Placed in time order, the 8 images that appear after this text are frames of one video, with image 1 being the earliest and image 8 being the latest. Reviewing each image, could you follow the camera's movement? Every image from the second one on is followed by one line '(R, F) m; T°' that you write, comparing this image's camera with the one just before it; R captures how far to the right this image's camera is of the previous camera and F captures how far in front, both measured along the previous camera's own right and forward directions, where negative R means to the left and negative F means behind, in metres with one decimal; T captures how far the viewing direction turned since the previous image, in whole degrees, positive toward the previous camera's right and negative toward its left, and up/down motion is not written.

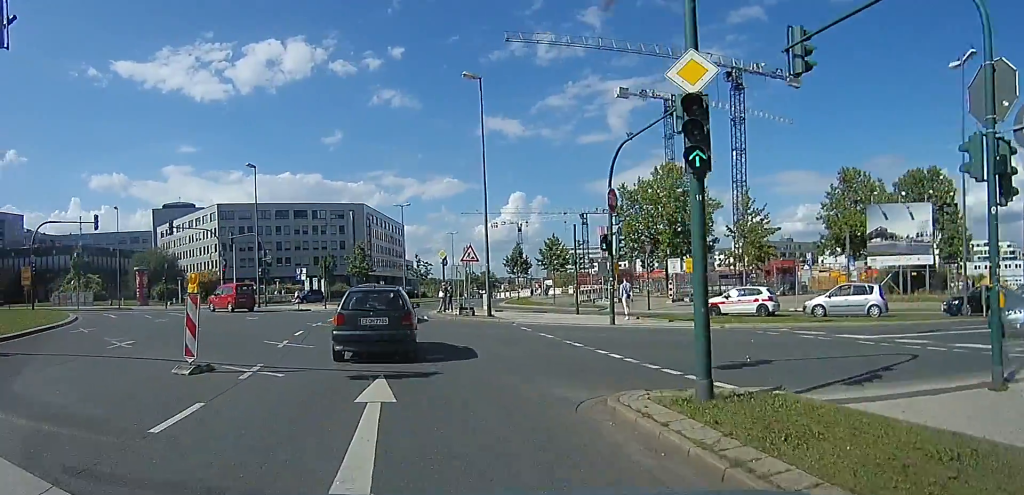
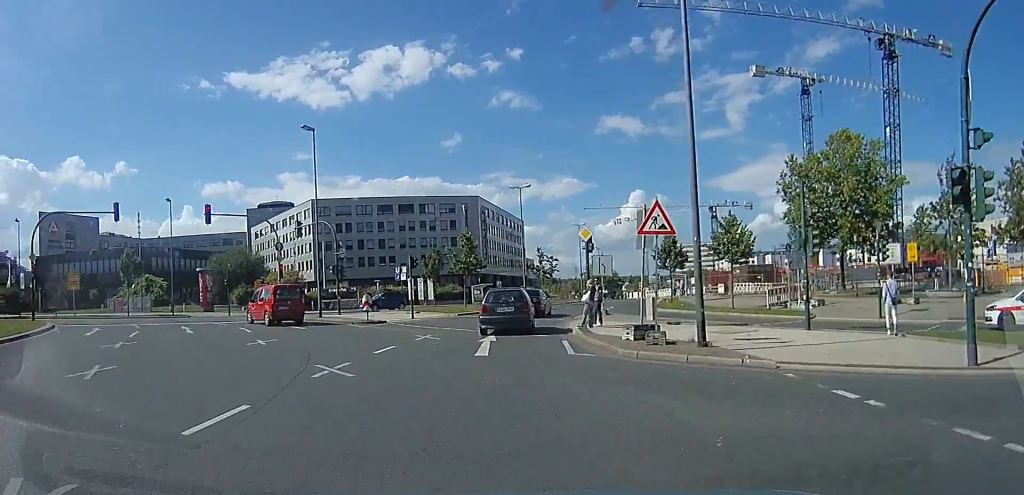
(+0.2, +9.4) m; -7°
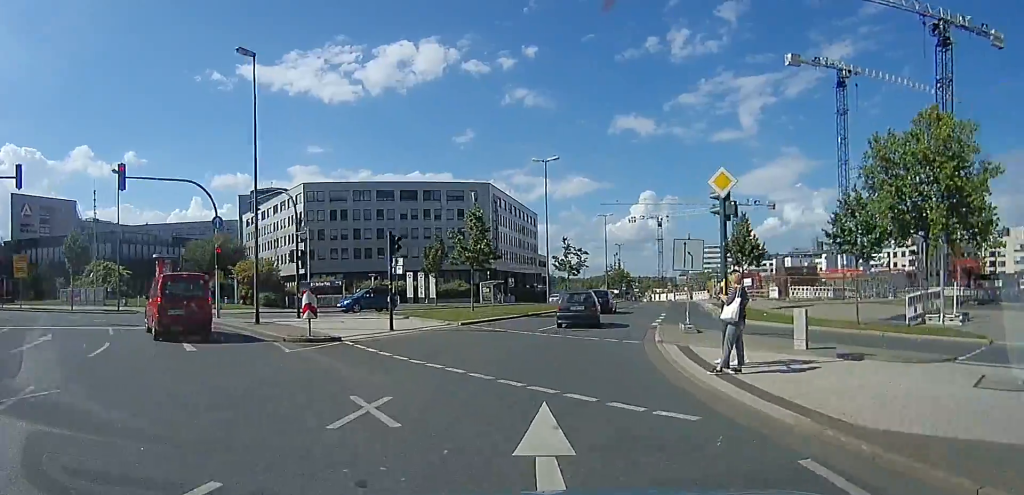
(-0.5, +8.6) m; -1°
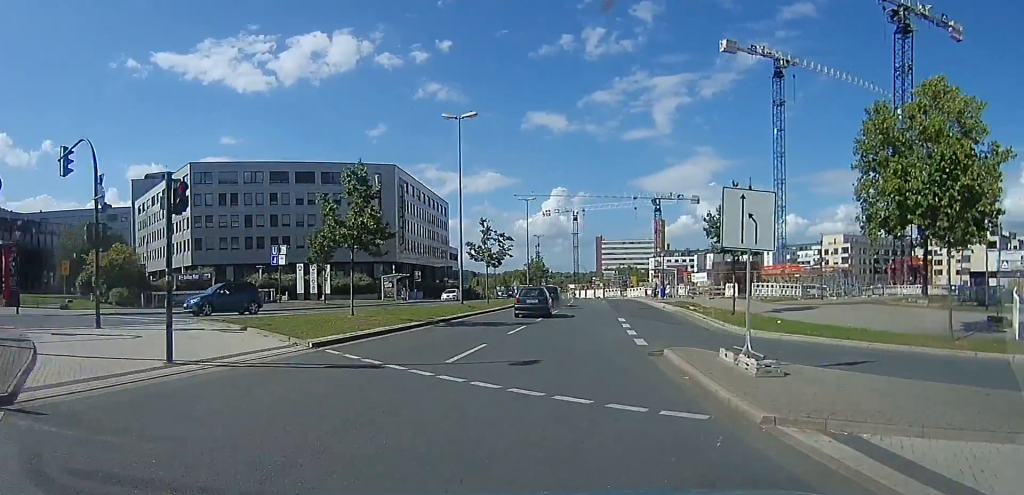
(+0.2, +8.4) m; +8°
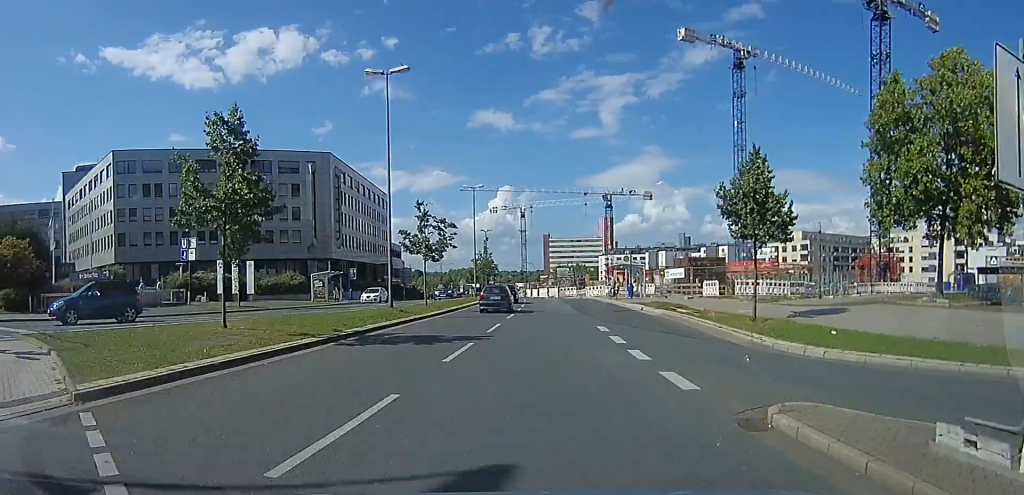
(+0.5, +5.8) m; +3°
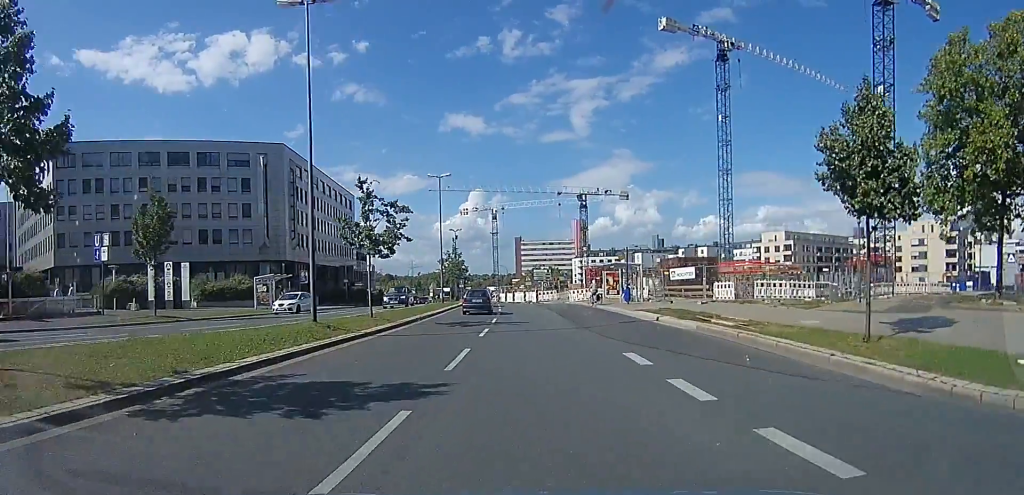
(+0.2, +6.2) m; +3°
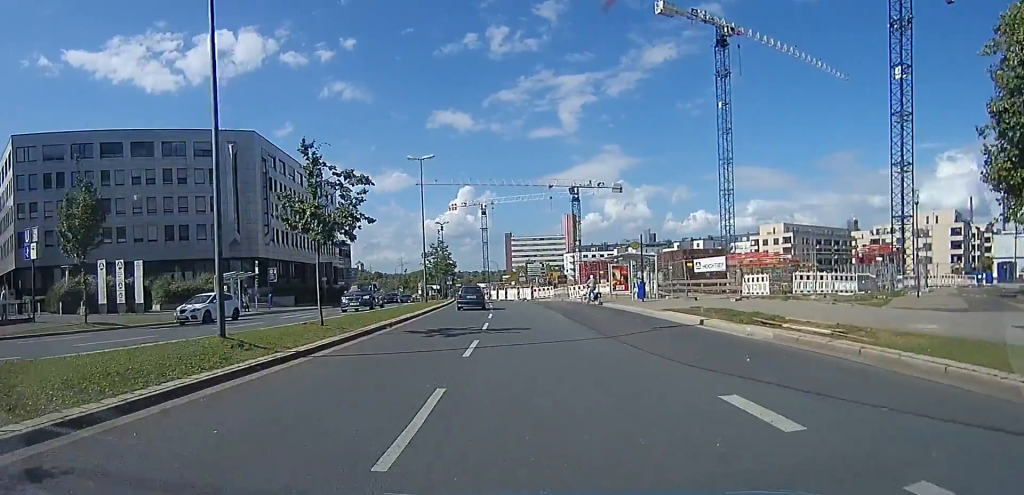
(-0.4, +4.6) m; +3°
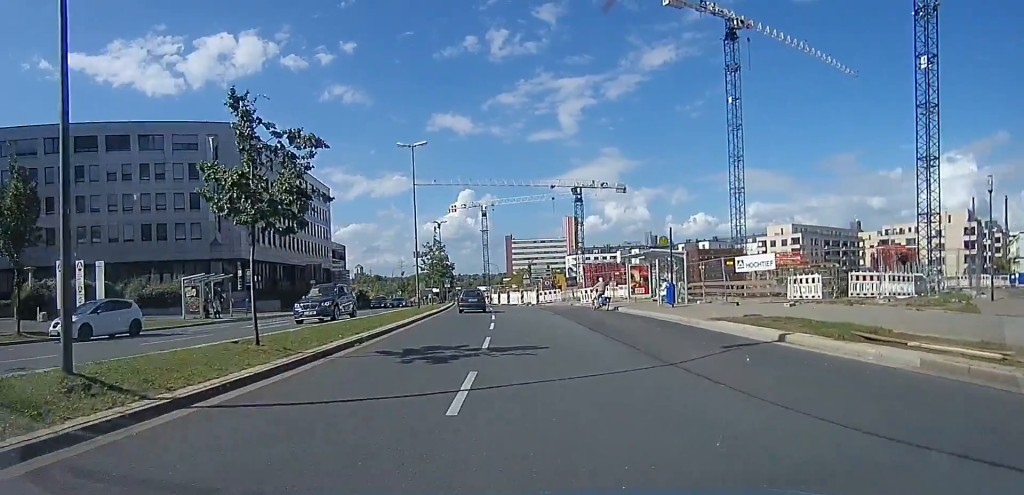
(+0.2, +4.1) m; +2°
